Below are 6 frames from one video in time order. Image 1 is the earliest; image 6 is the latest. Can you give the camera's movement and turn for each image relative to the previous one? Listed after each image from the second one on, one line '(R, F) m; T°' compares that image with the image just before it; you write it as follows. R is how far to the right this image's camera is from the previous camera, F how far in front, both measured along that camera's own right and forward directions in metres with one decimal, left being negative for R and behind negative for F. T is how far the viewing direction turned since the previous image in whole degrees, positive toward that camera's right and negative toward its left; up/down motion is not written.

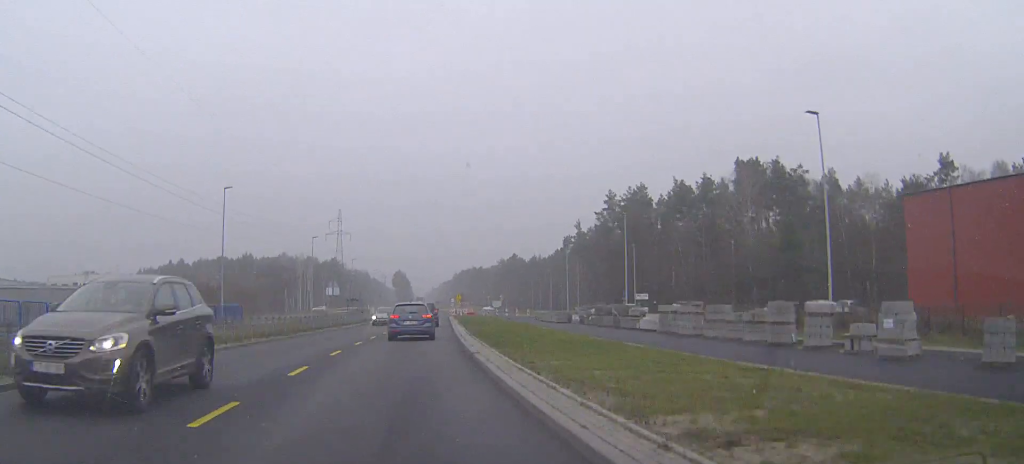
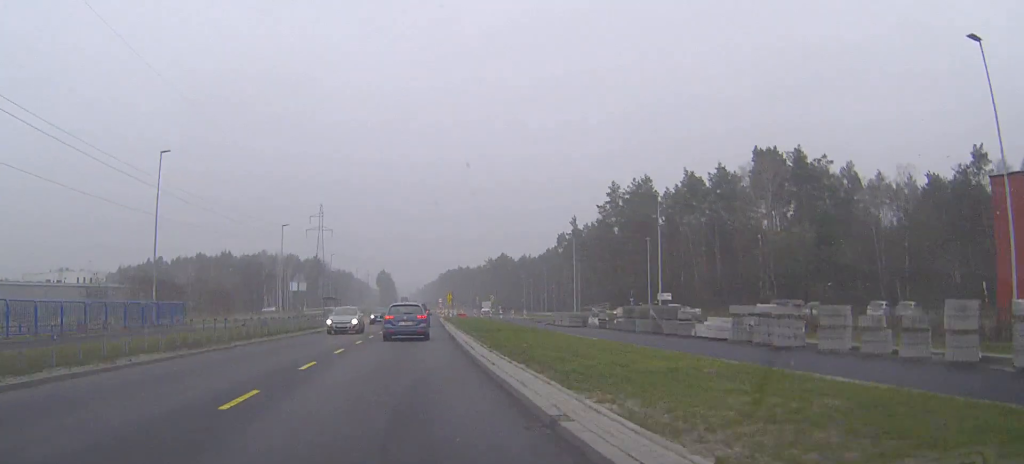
(+0.2, +10.3) m; +1°
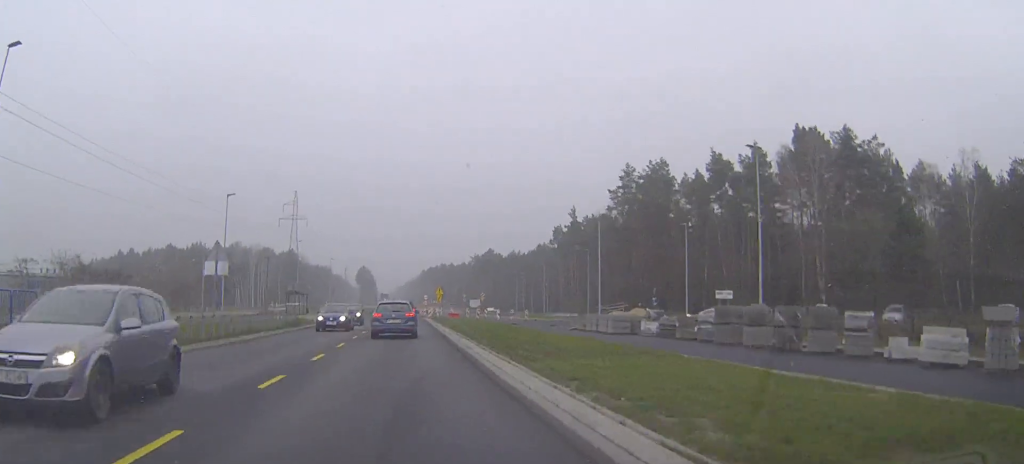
(+0.2, +15.8) m; +2°
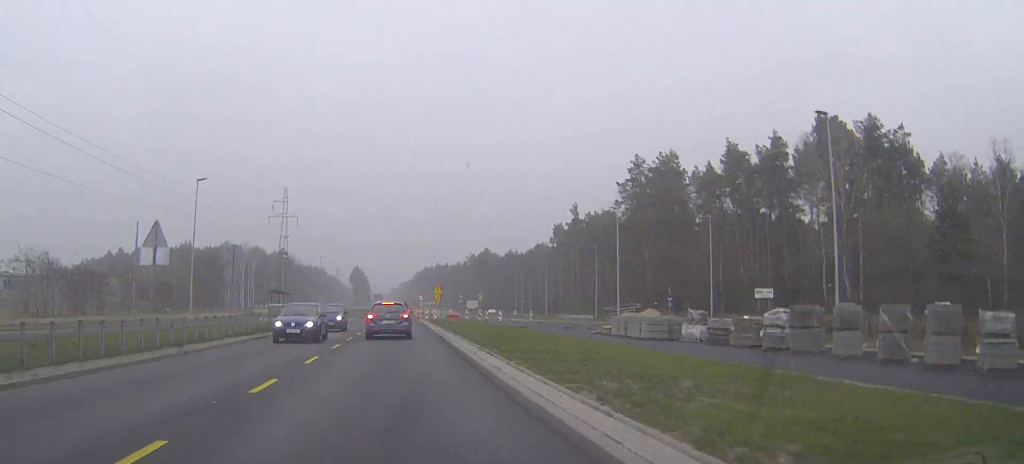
(0.0, +6.1) m; 0°
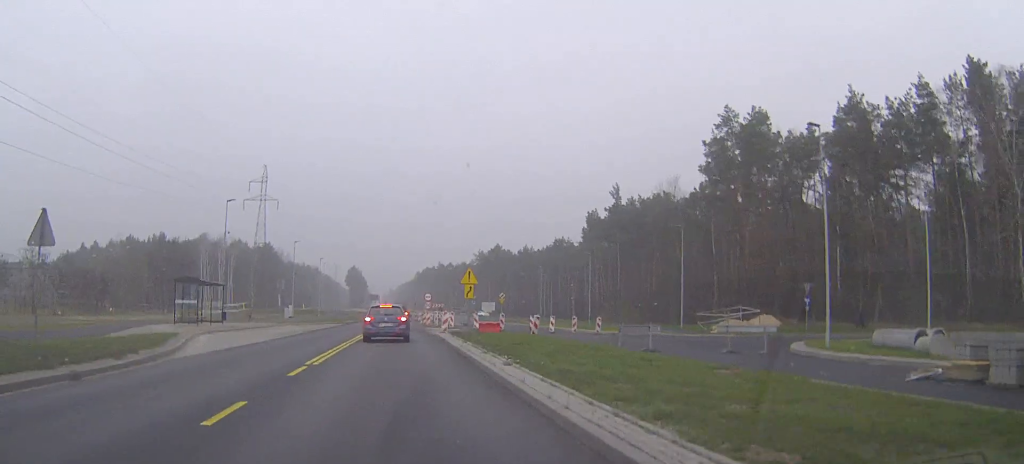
(+0.3, +27.0) m; 0°
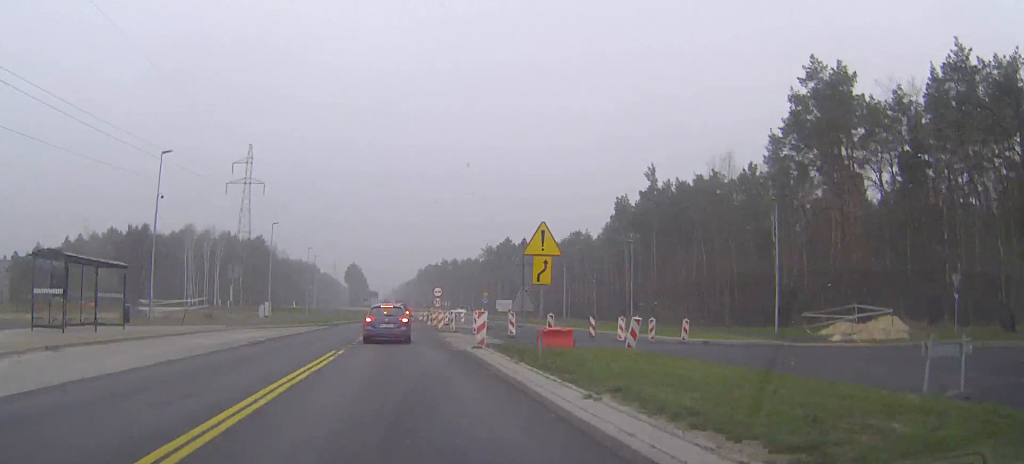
(0.0, +15.9) m; 0°
